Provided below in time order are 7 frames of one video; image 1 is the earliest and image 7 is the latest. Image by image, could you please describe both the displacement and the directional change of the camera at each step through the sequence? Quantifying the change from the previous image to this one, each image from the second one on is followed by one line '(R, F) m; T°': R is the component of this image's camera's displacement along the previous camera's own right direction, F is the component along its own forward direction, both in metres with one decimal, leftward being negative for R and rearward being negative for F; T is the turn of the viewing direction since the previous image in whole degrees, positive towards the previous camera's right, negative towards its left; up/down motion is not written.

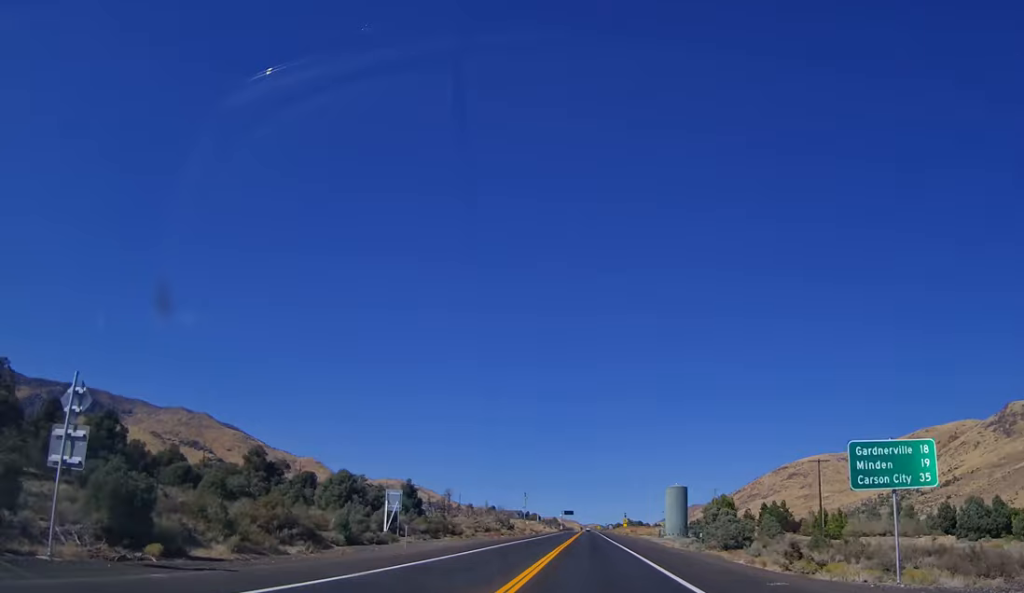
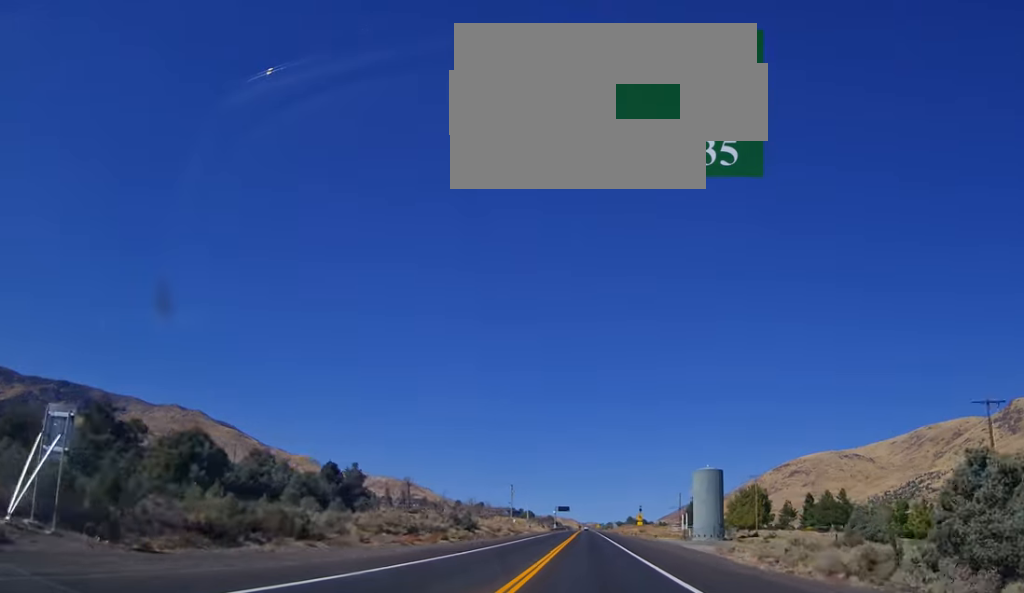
(+0.3, +40.4) m; 0°
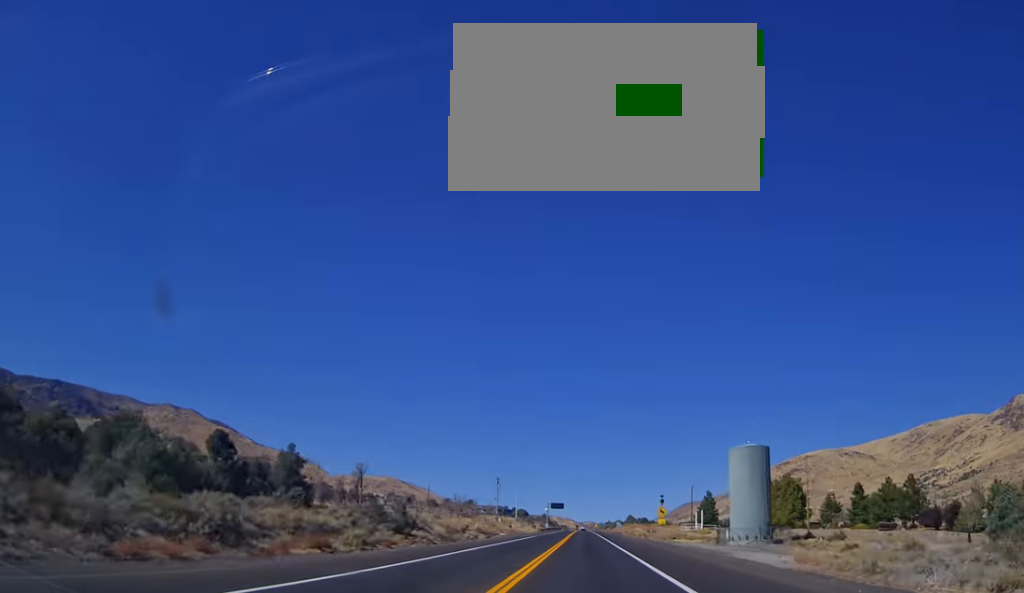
(-0.1, +29.2) m; 0°
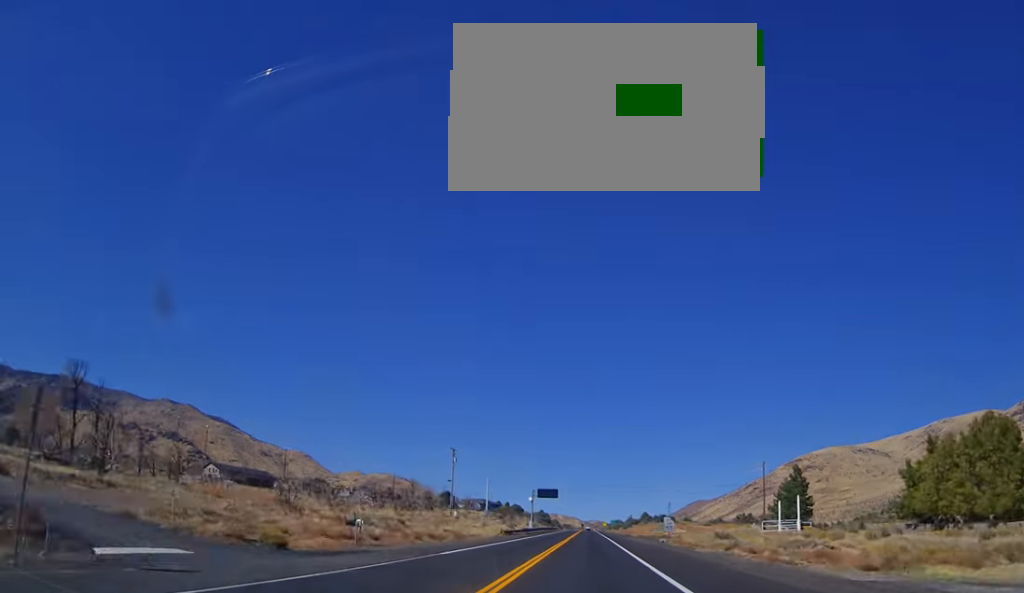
(-0.3, +70.8) m; 0°
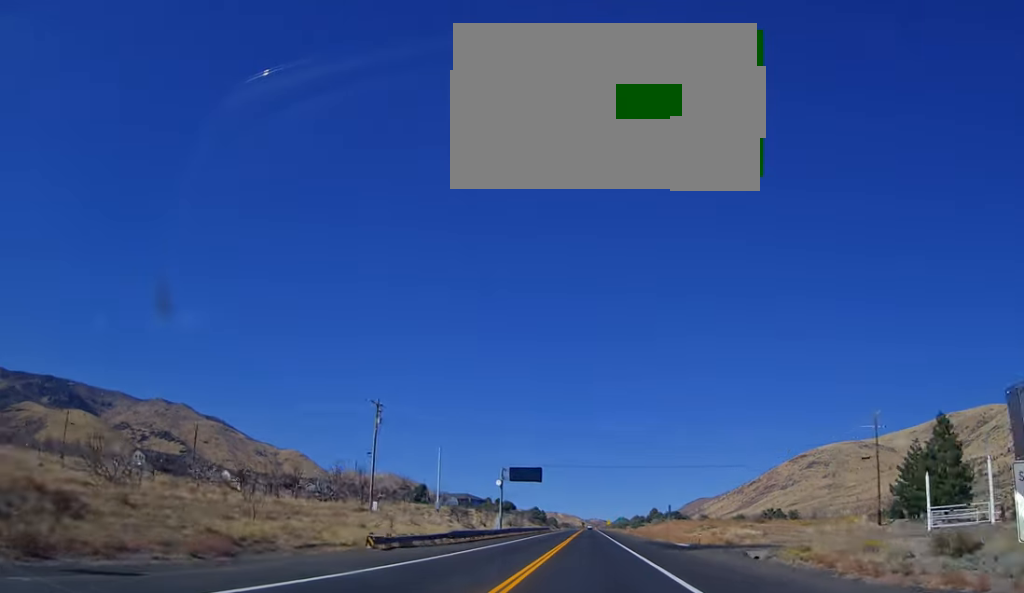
(+0.1, +46.7) m; 0°
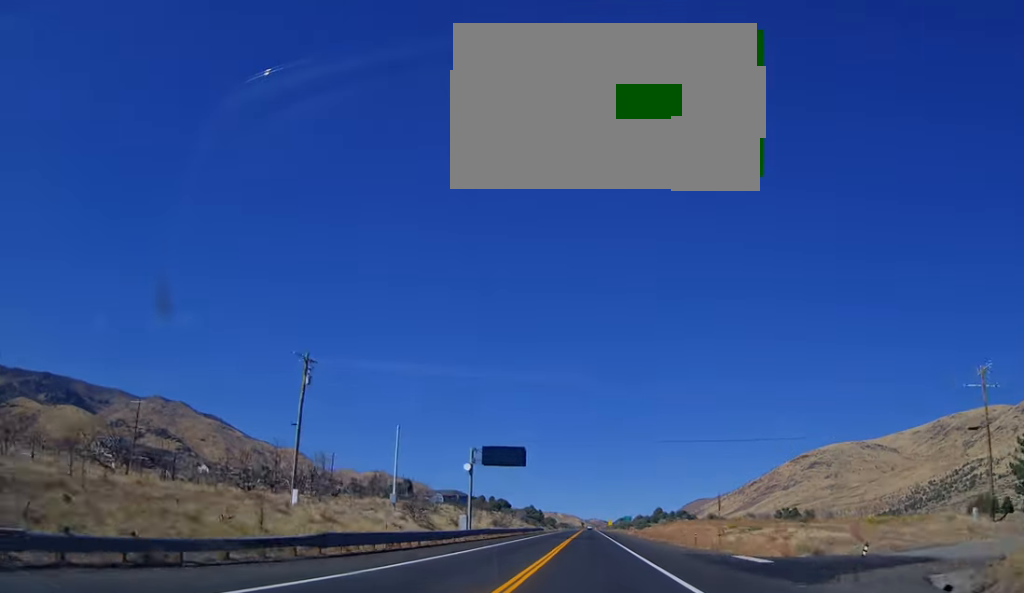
(0.0, +21.5) m; 0°
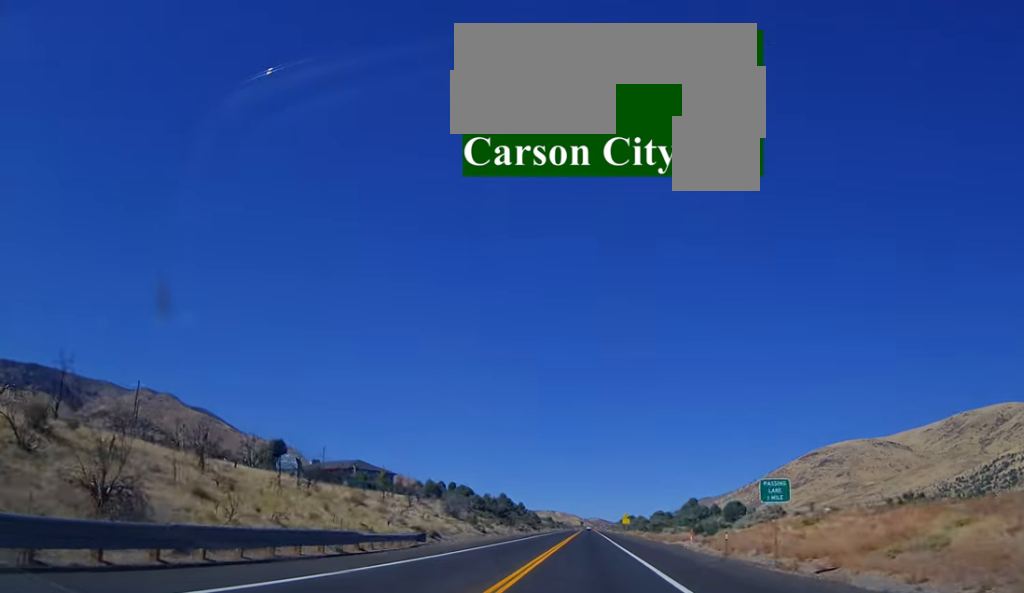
(0.0, +97.5) m; 0°
